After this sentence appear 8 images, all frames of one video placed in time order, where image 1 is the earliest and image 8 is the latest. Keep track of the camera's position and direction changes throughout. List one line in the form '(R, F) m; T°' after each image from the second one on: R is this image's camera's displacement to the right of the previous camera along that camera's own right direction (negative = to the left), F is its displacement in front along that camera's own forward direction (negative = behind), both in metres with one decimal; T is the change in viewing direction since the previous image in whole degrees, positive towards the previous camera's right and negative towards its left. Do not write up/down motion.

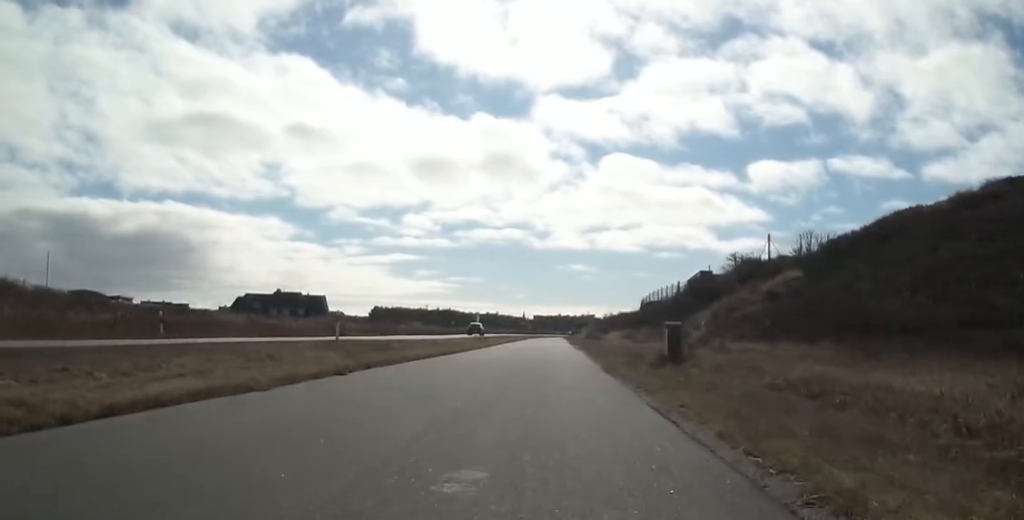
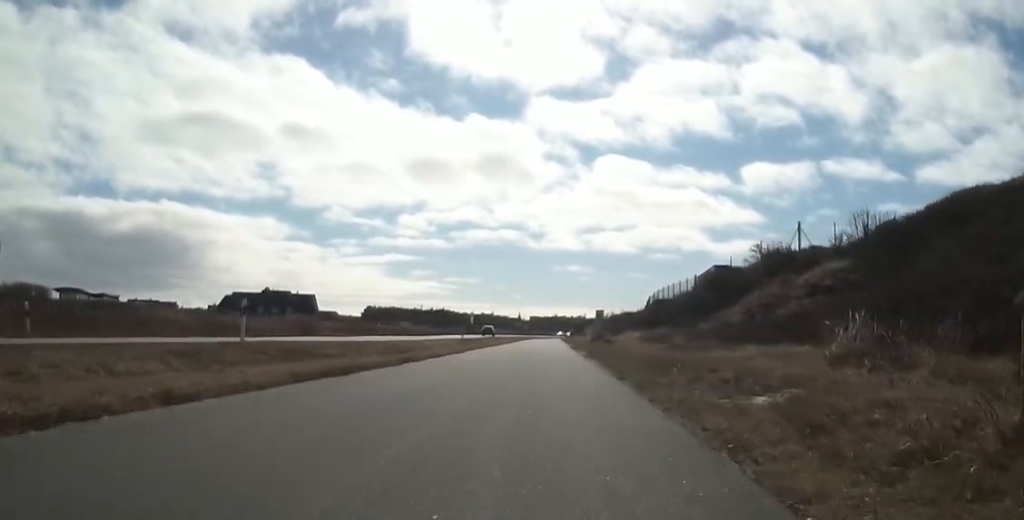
(+0.2, +9.6) m; -1°
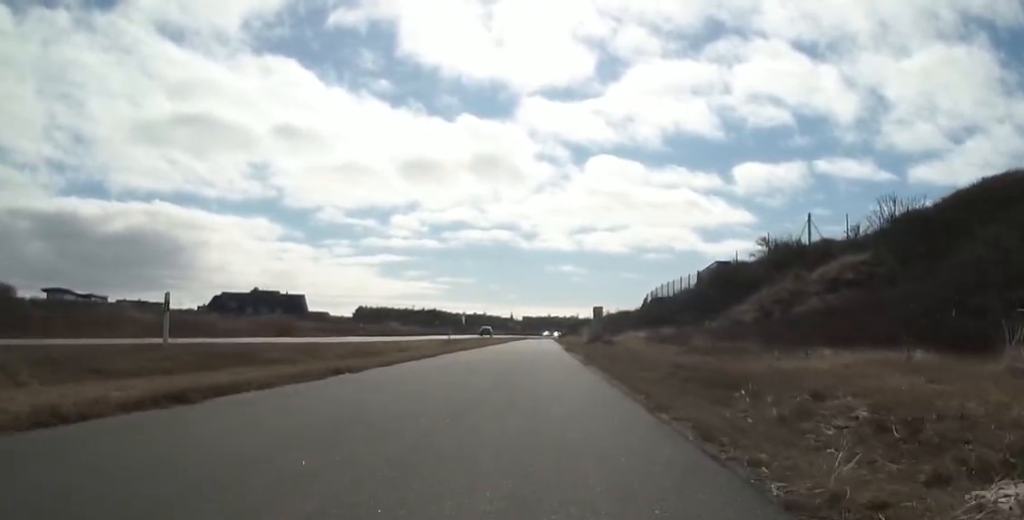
(-0.2, +4.1) m; -3°
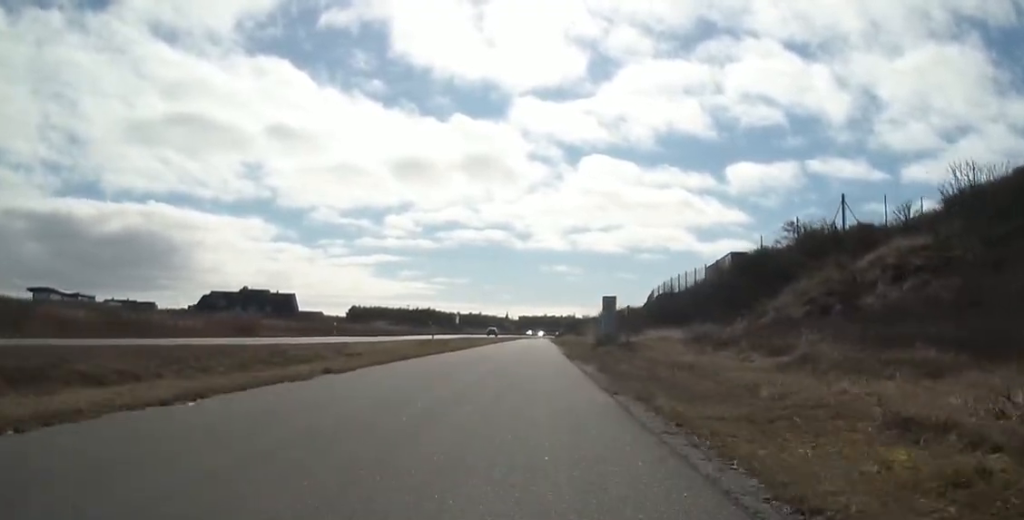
(-0.2, +7.3) m; +1°
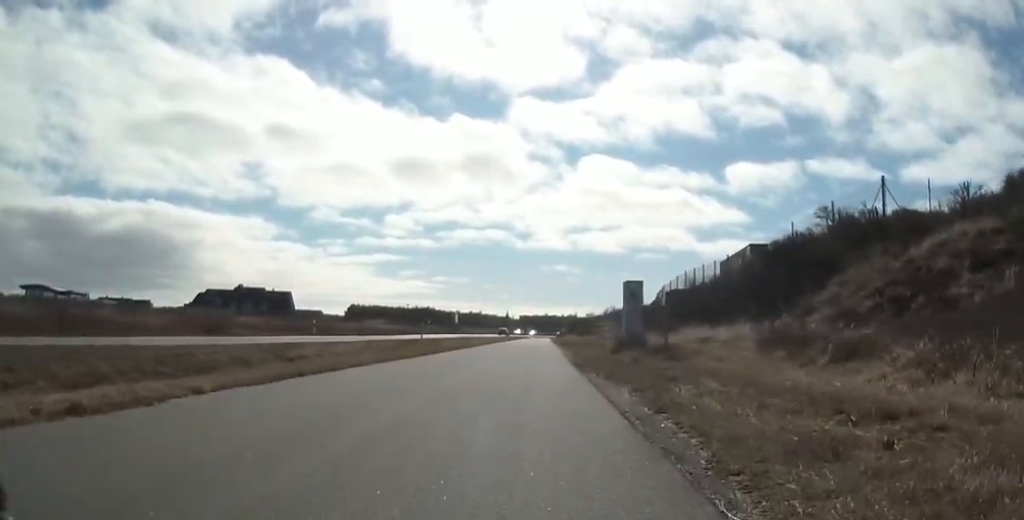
(+0.2, +5.7) m; +3°
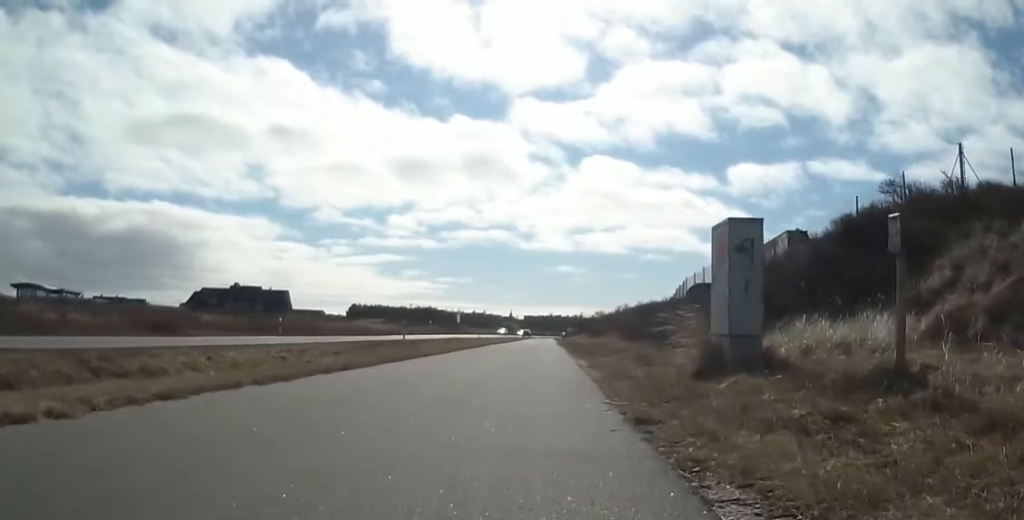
(+0.2, +8.1) m; -1°
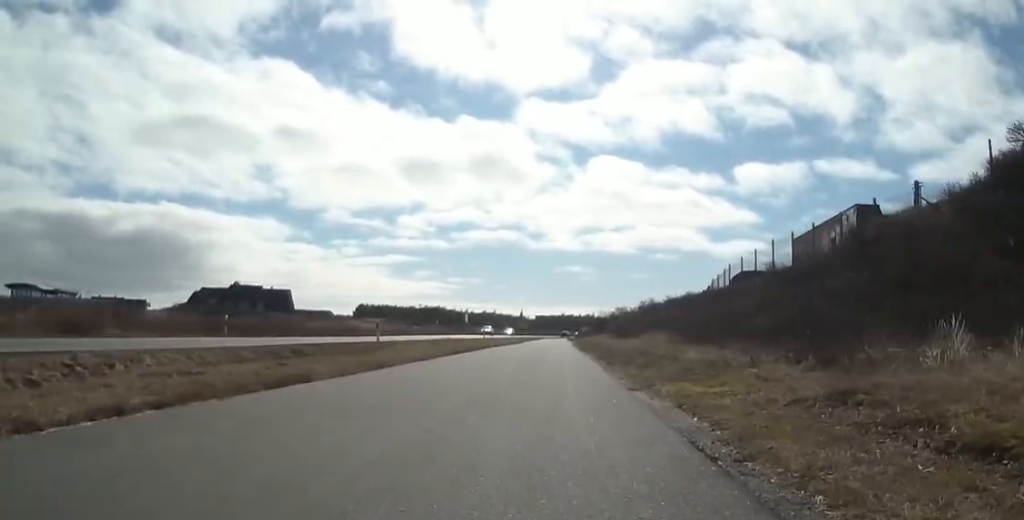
(-0.5, +10.1) m; -3°
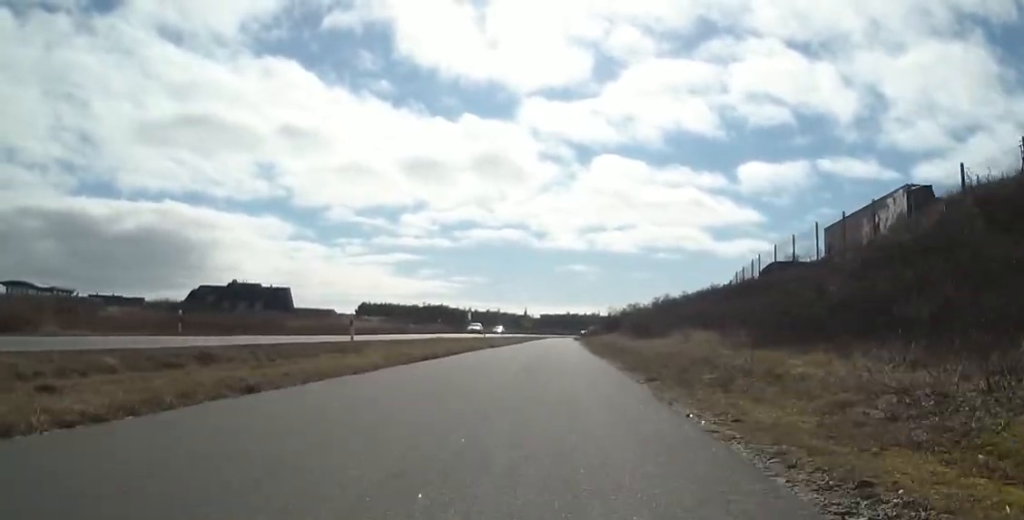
(0.0, +5.6) m; +2°
